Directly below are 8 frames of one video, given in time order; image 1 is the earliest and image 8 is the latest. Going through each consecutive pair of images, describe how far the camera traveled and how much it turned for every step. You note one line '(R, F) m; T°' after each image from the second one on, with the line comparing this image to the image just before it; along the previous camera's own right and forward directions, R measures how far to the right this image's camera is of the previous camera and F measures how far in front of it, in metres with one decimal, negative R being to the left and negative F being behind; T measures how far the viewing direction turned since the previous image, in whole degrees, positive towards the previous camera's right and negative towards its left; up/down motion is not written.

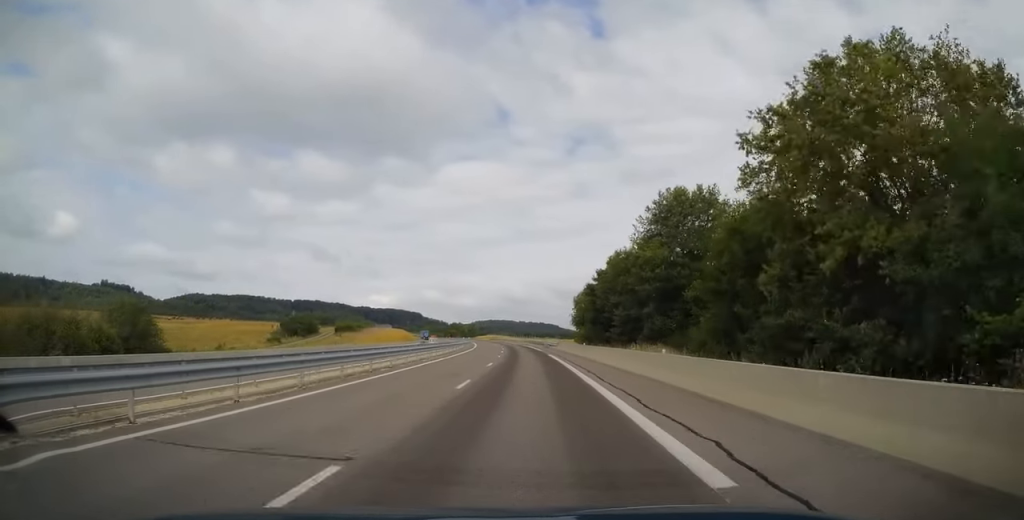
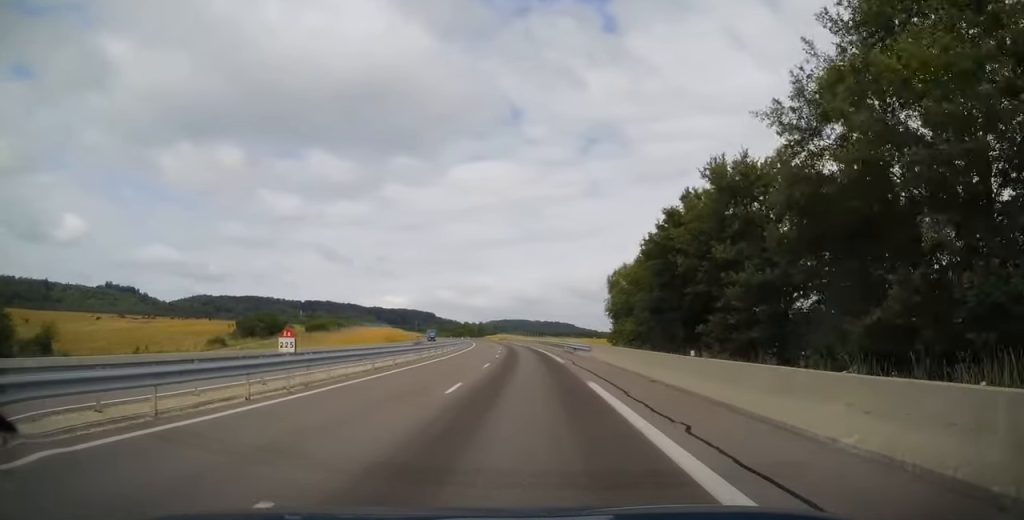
(-0.2, +27.2) m; -2°
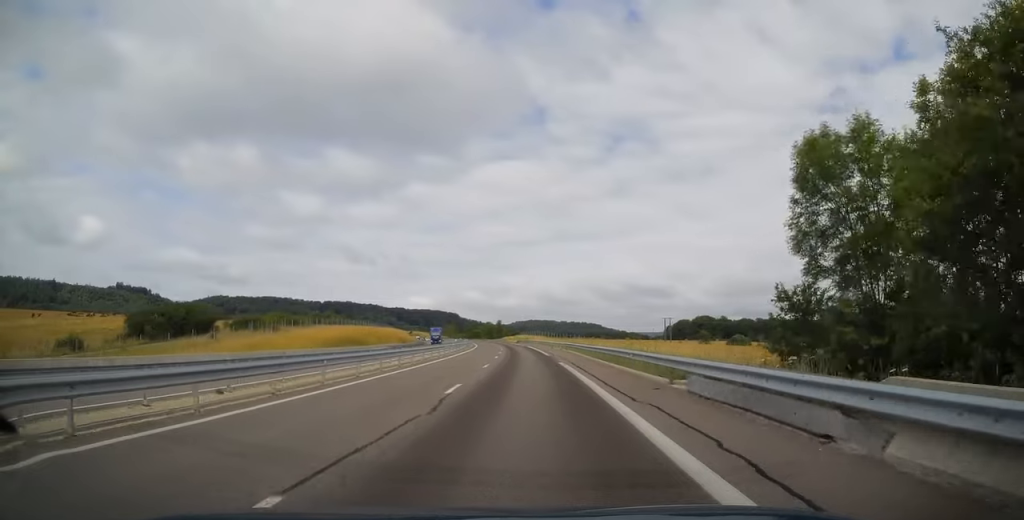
(-1.0, +38.4) m; -2°
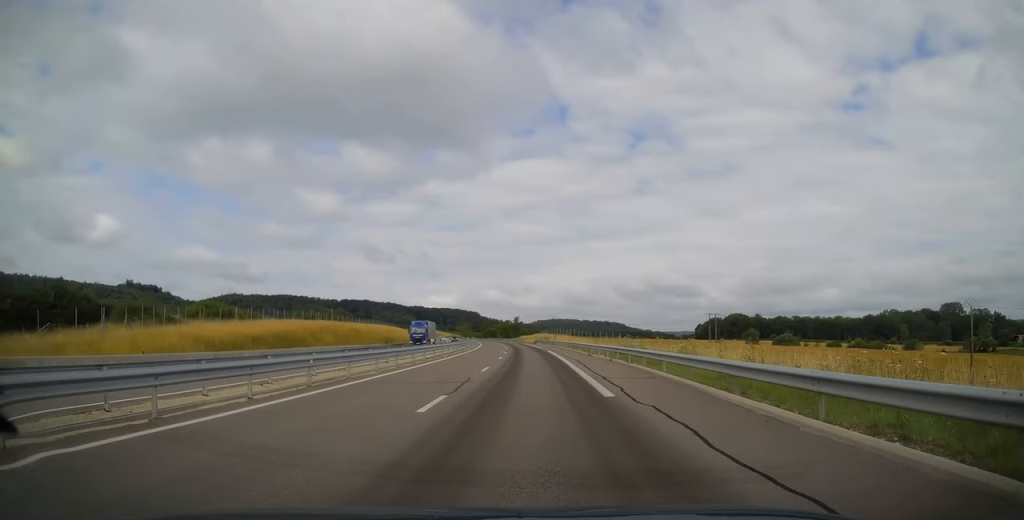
(-0.5, +29.7) m; -2°
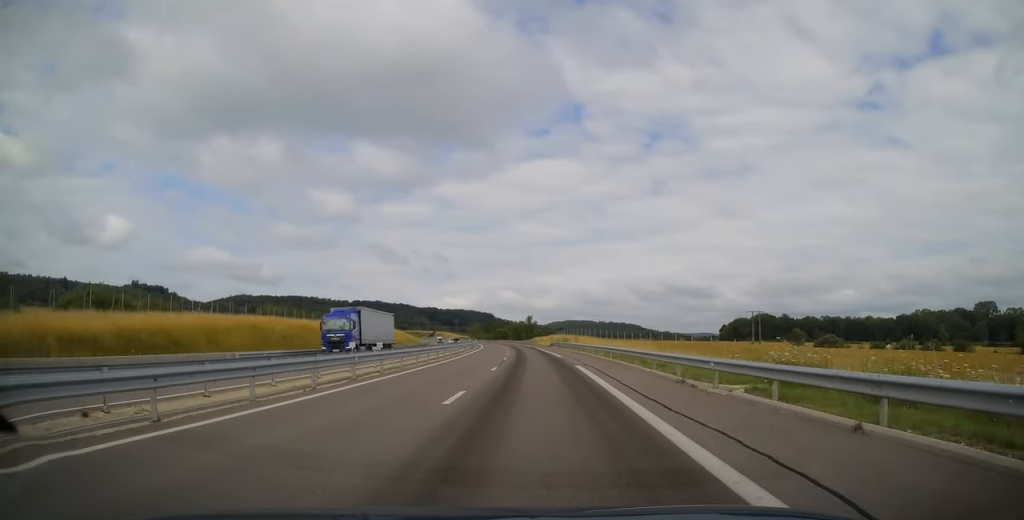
(-0.3, +24.3) m; -1°
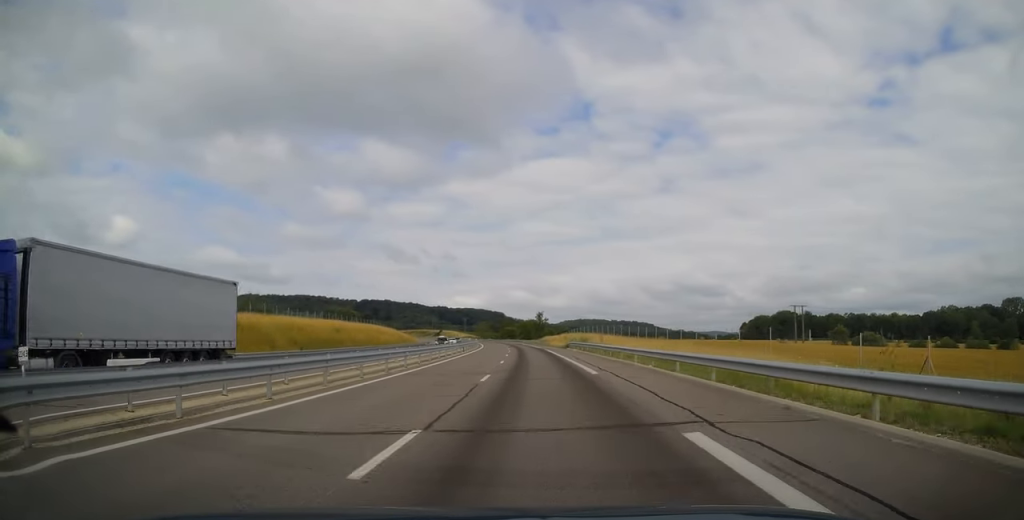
(+0.1, +19.5) m; -1°
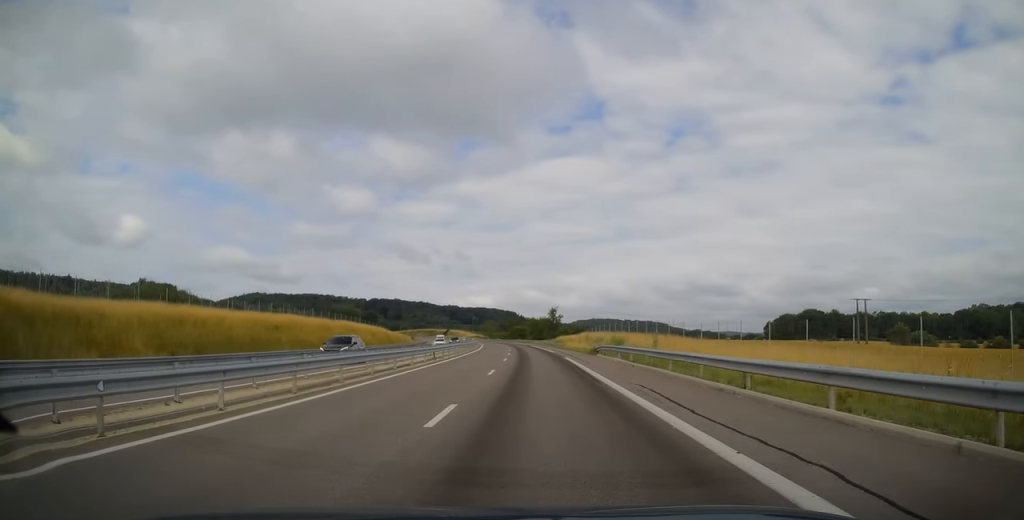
(-0.4, +22.4) m; -1°
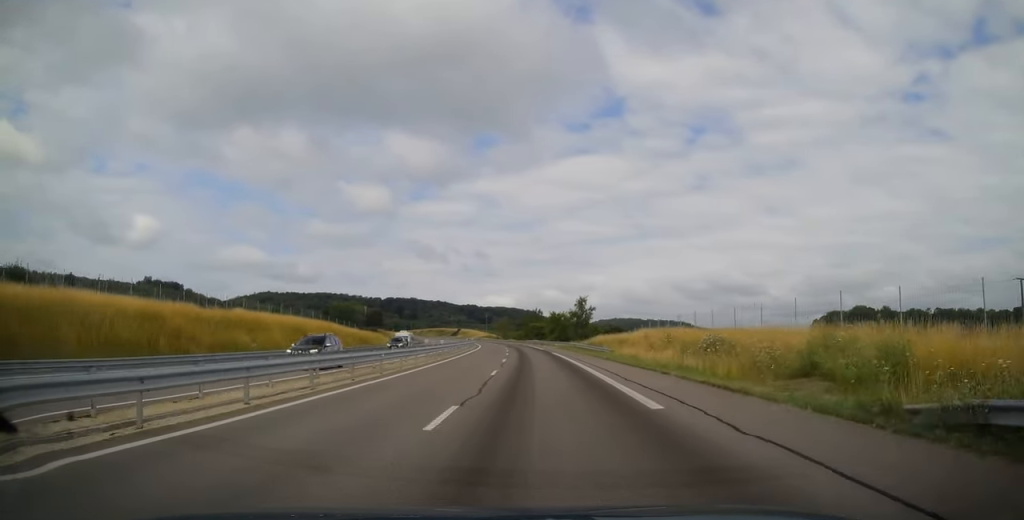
(-0.8, +39.0) m; -2°
